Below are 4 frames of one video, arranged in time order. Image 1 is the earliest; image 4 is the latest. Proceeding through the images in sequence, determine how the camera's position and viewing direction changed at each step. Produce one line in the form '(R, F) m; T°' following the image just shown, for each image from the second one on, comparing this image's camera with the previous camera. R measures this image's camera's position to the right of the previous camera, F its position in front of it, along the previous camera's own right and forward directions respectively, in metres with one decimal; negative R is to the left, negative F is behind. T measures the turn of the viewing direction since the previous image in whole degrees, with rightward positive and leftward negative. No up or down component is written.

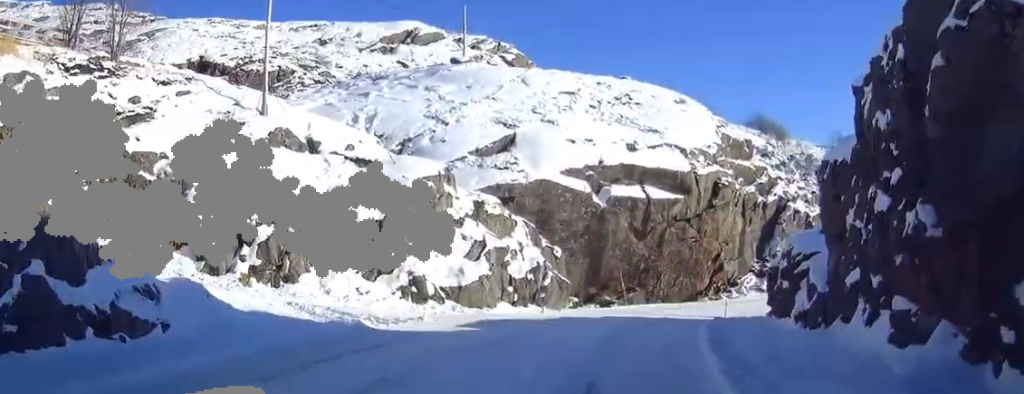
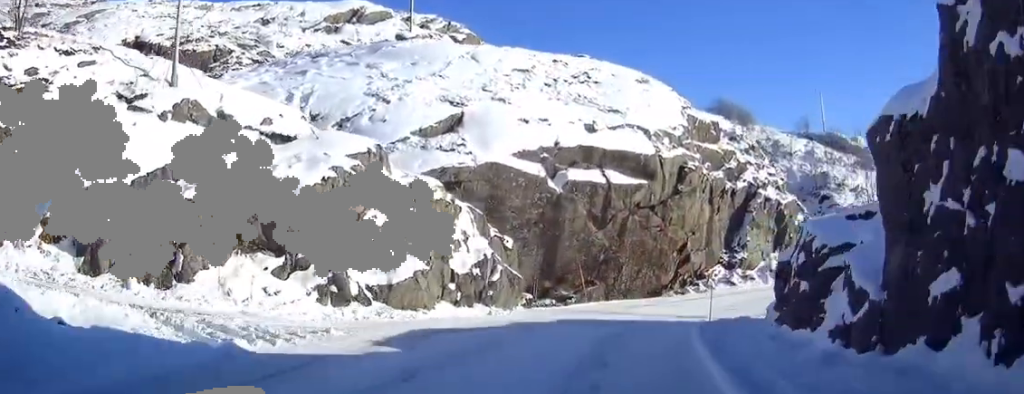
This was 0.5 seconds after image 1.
(-0.1, +4.0) m; +5°
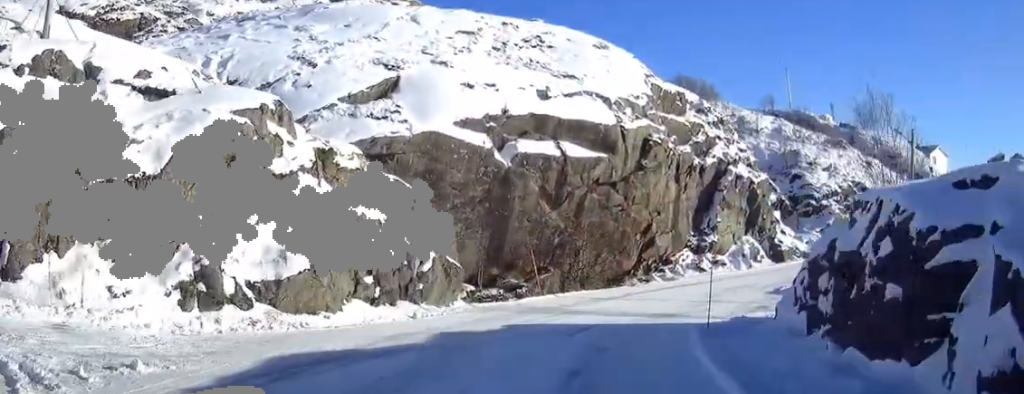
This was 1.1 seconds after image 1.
(+0.6, +4.8) m; +6°
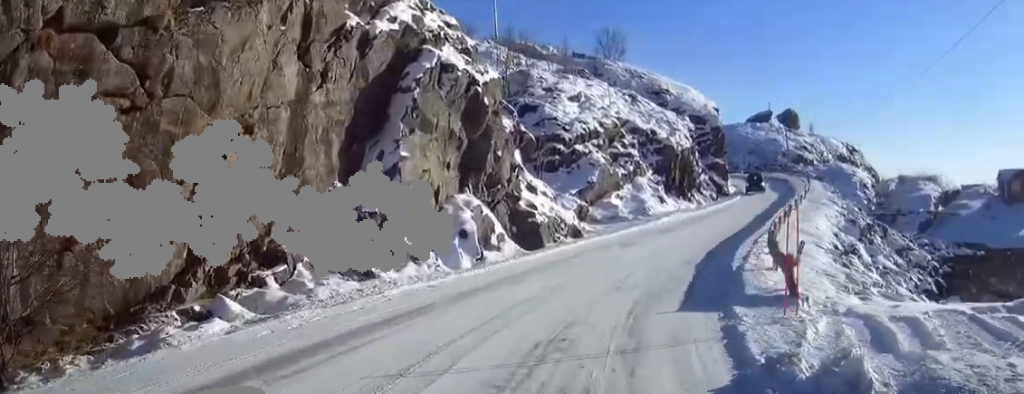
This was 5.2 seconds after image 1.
(+6.6, +28.6) m; +25°
